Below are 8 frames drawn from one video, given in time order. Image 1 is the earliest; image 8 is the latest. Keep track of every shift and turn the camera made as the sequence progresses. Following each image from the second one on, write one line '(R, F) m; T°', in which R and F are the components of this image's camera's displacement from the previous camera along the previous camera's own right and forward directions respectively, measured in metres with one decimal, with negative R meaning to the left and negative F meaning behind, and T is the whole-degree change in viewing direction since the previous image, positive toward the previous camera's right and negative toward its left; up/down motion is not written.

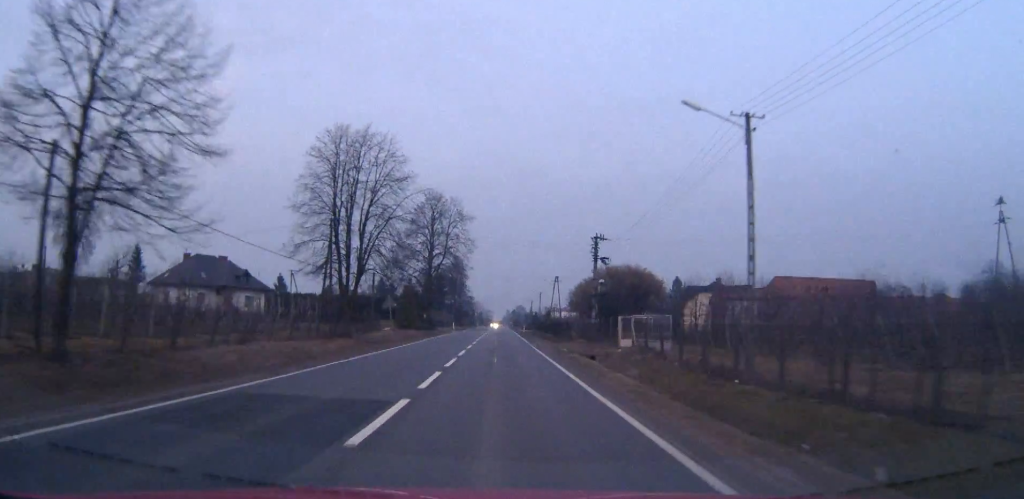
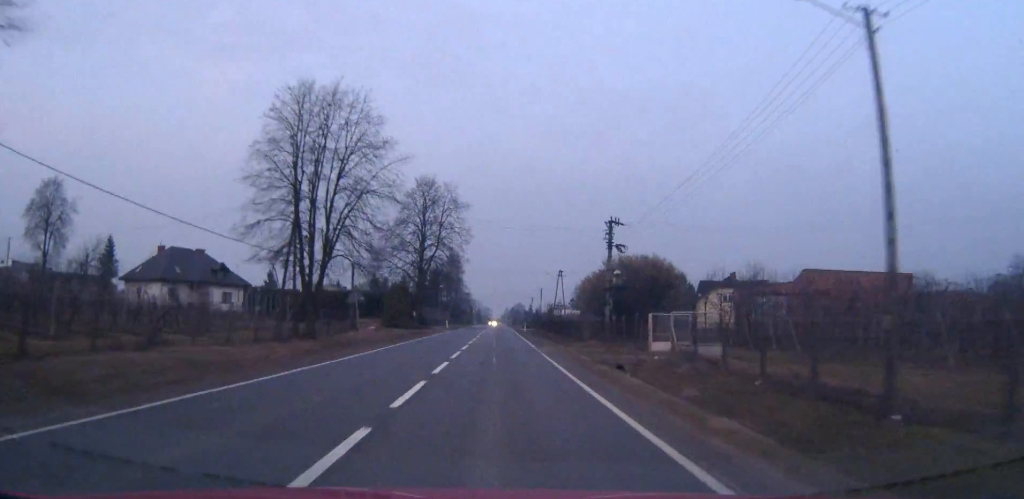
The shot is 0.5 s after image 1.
(0.0, +8.9) m; 0°
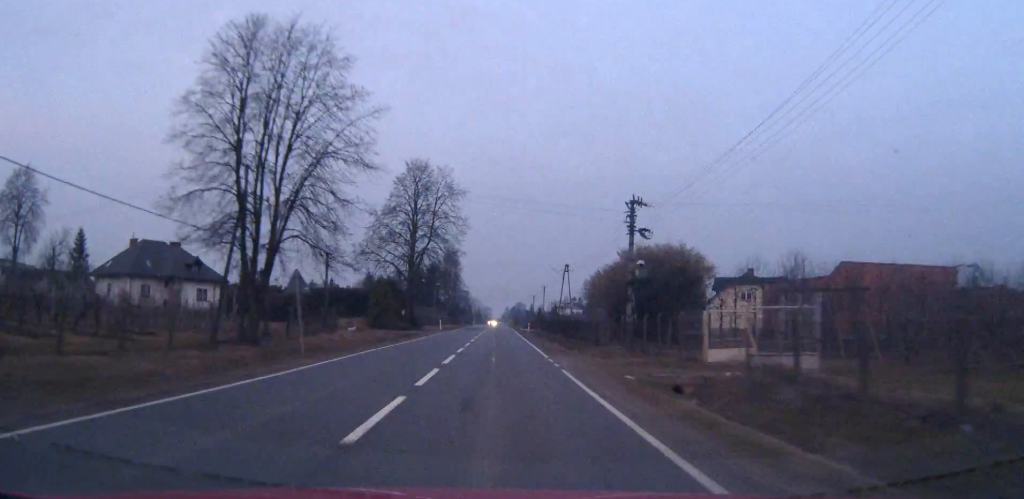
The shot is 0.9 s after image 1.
(0.0, +8.9) m; 0°
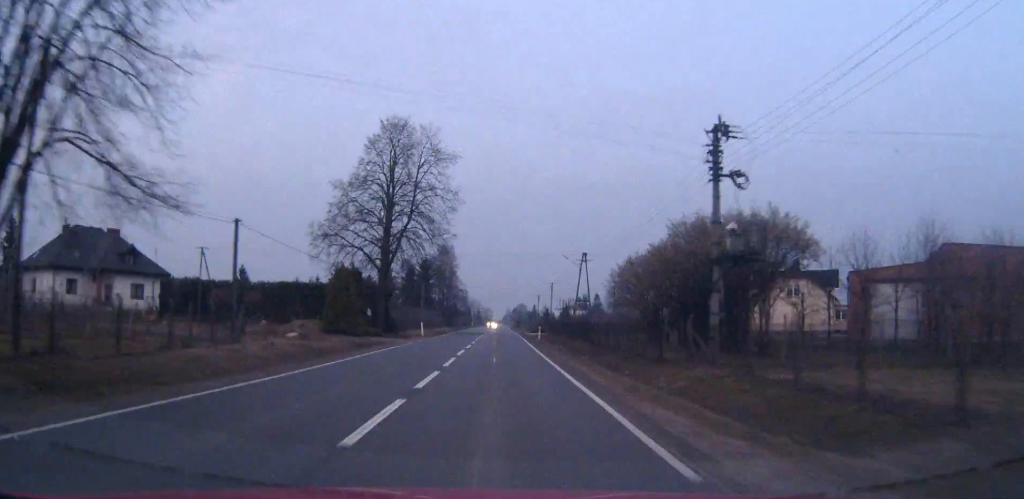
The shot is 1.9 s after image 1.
(0.0, +17.8) m; 0°
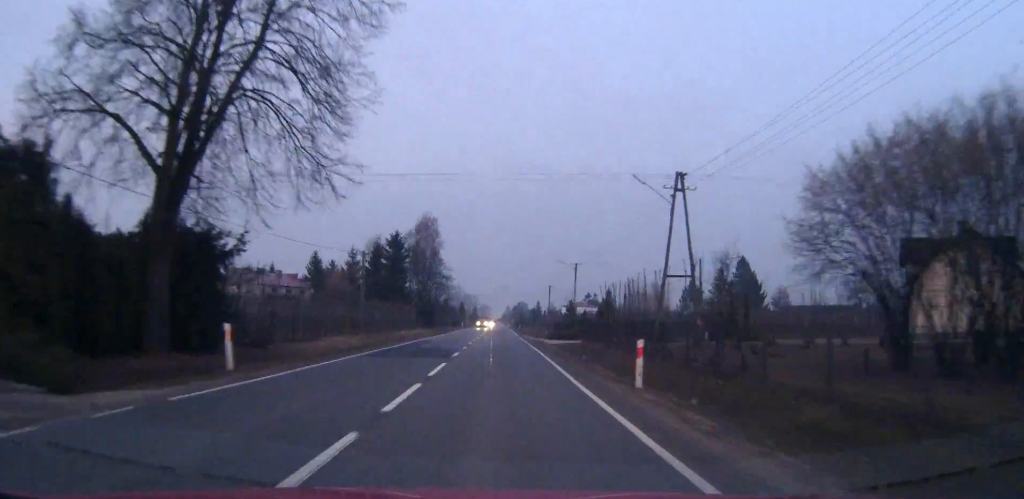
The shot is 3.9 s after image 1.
(0.0, +39.0) m; 0°
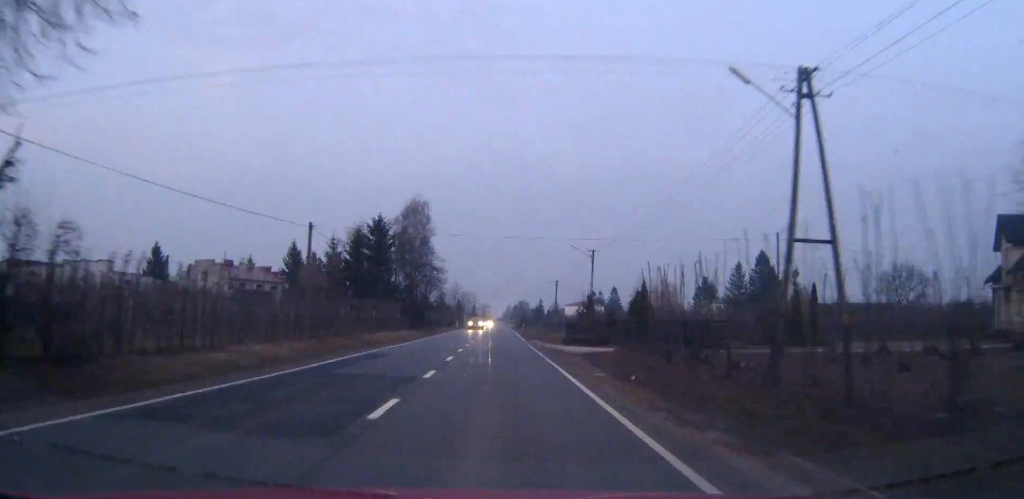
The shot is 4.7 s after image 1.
(0.0, +14.7) m; 0°
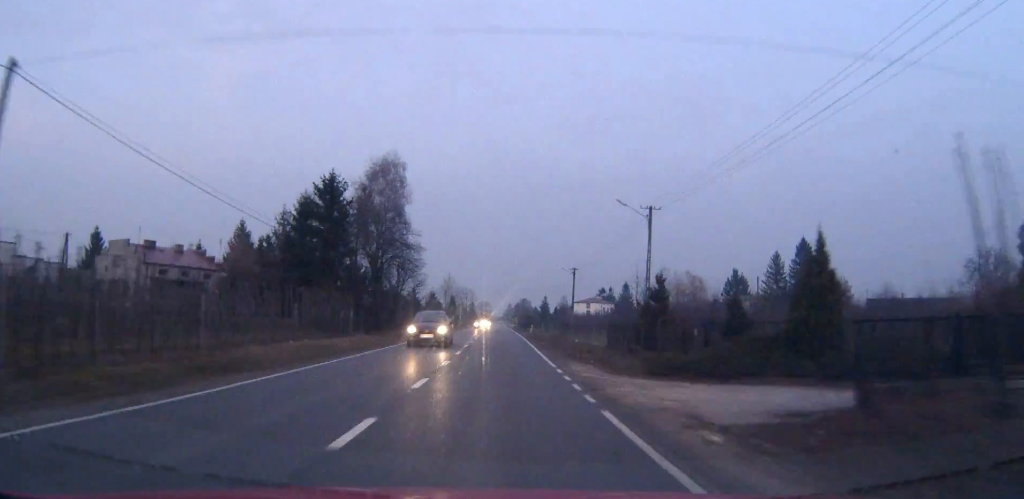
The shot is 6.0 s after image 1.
(0.0, +25.6) m; 0°
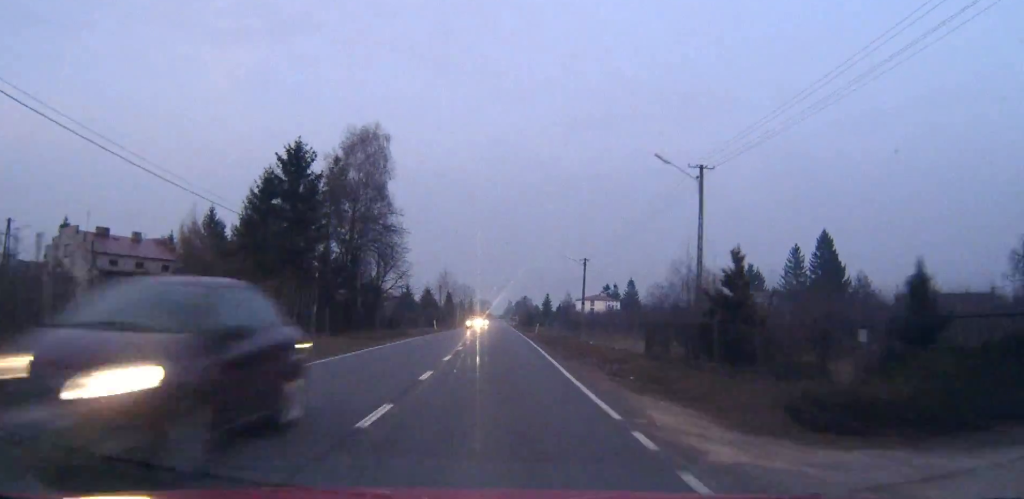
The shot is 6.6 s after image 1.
(0.0, +10.9) m; 0°
